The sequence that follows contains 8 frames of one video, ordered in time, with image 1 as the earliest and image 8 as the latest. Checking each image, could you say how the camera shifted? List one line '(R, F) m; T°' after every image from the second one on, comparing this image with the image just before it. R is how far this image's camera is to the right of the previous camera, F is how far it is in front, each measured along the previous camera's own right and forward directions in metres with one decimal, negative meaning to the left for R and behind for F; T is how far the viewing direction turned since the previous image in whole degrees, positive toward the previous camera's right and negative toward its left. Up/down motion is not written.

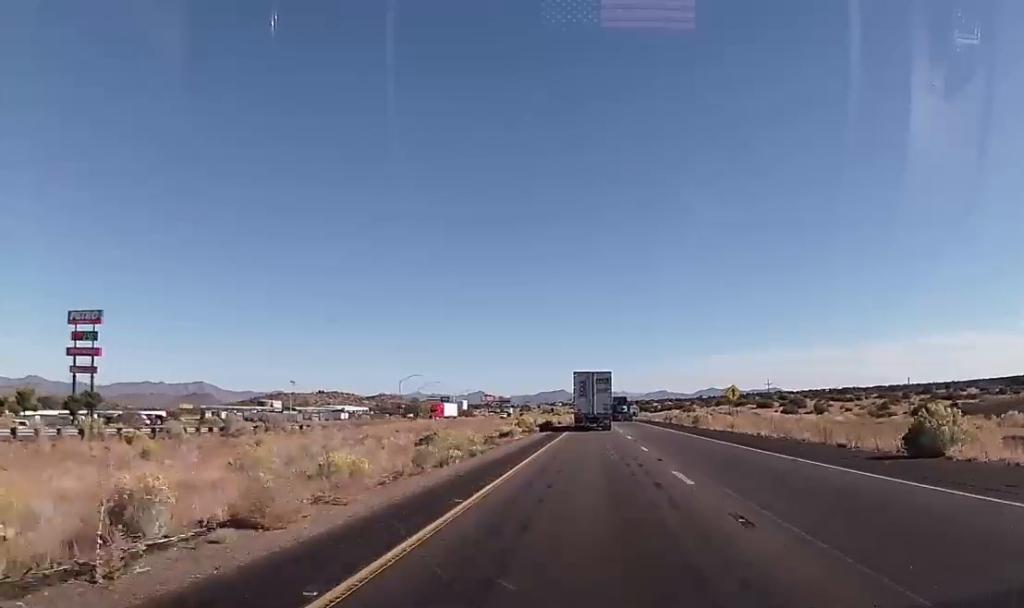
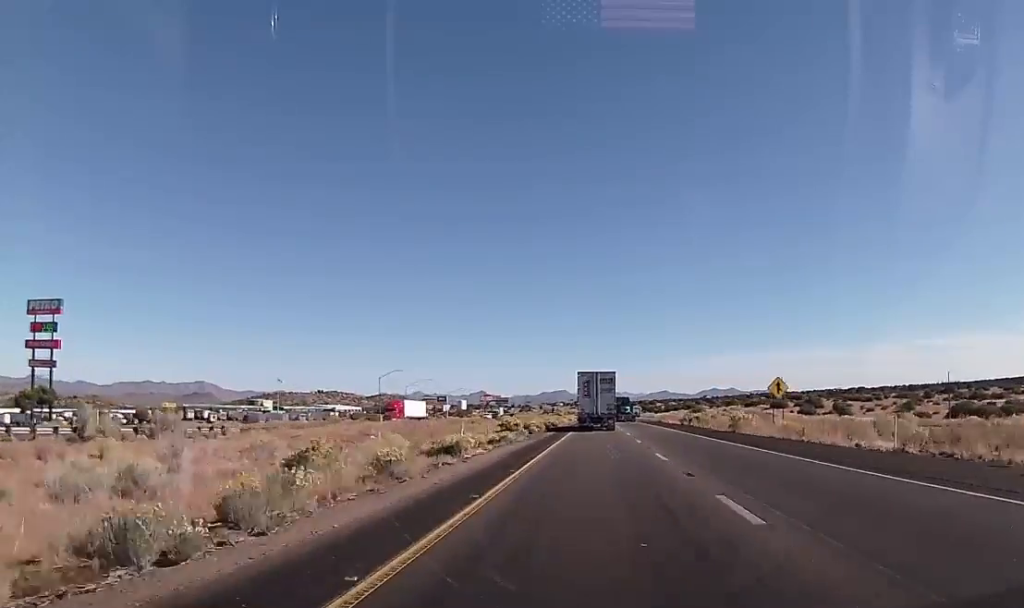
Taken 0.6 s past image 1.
(+0.1, +17.7) m; 0°
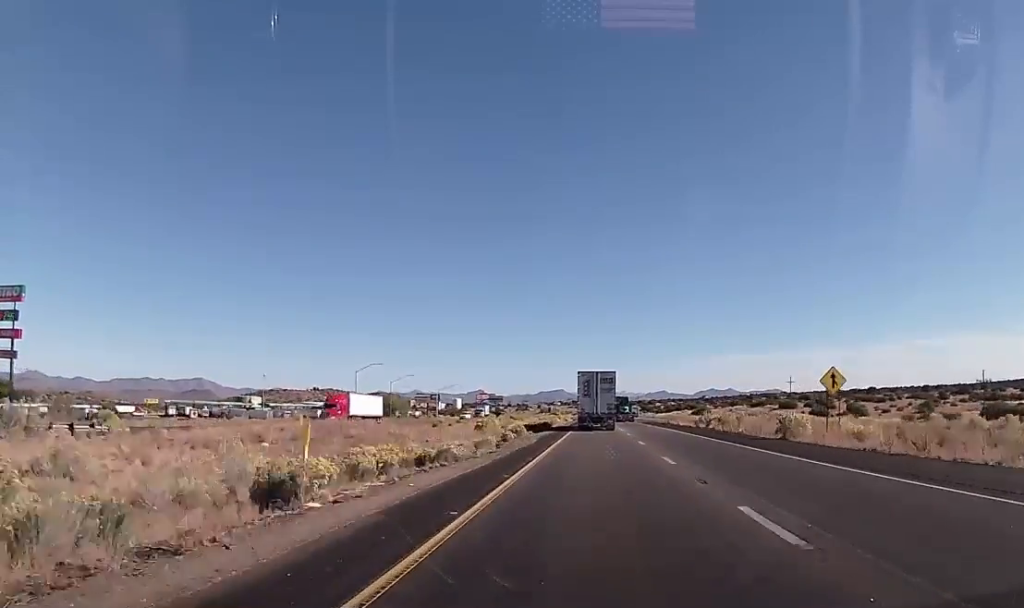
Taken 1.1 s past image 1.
(0.0, +14.0) m; 0°
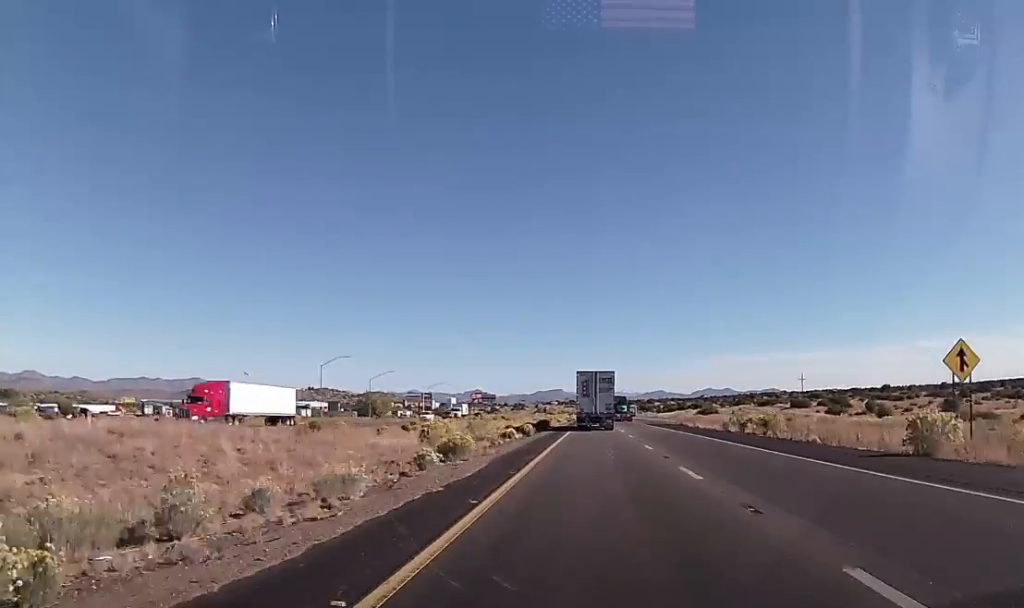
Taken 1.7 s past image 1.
(0.0, +16.8) m; 0°
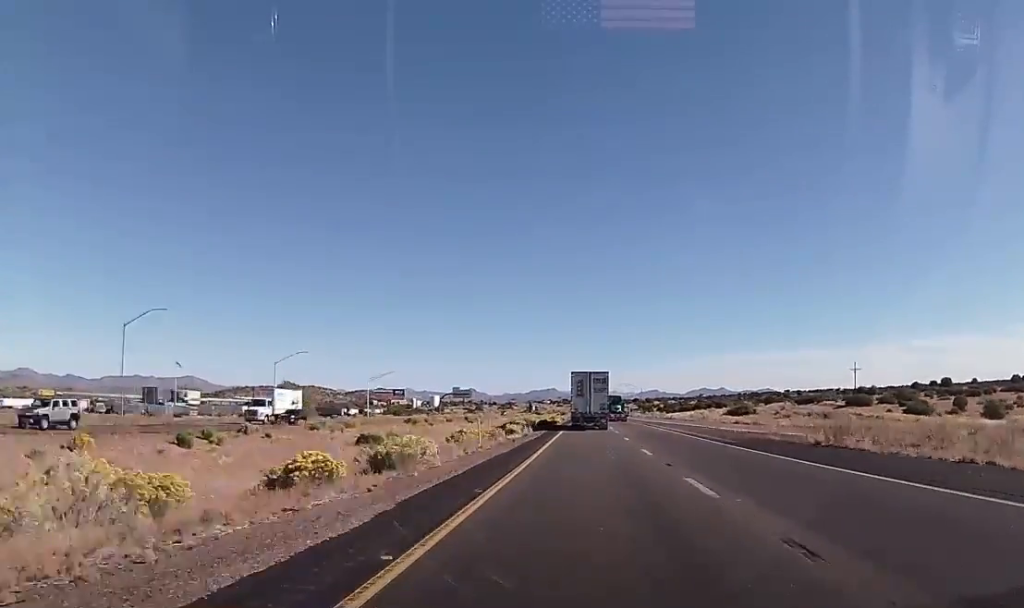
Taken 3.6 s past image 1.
(+0.2, +52.7) m; 0°
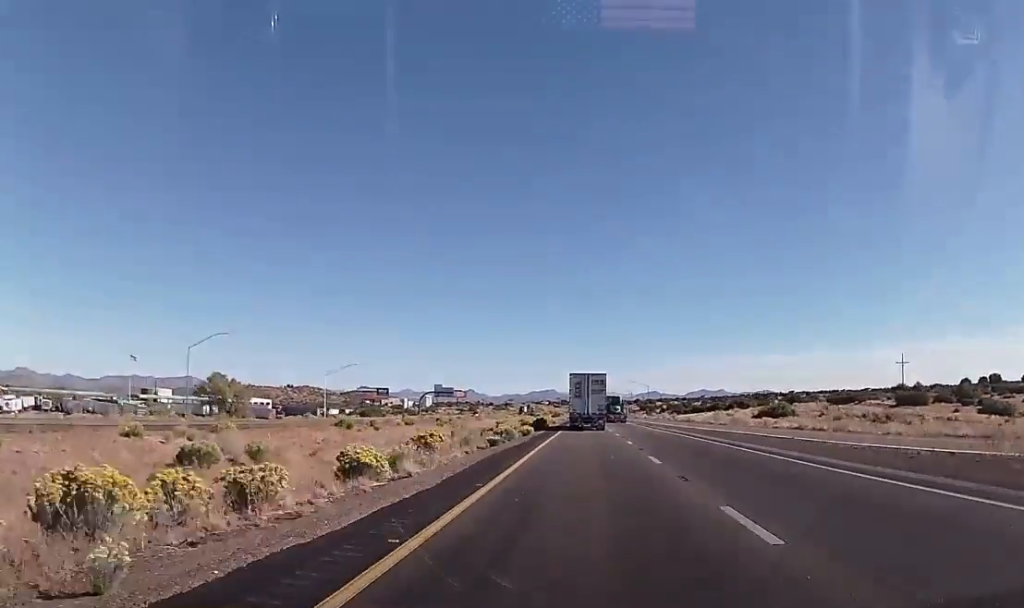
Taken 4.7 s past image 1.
(-0.1, +29.6) m; 0°
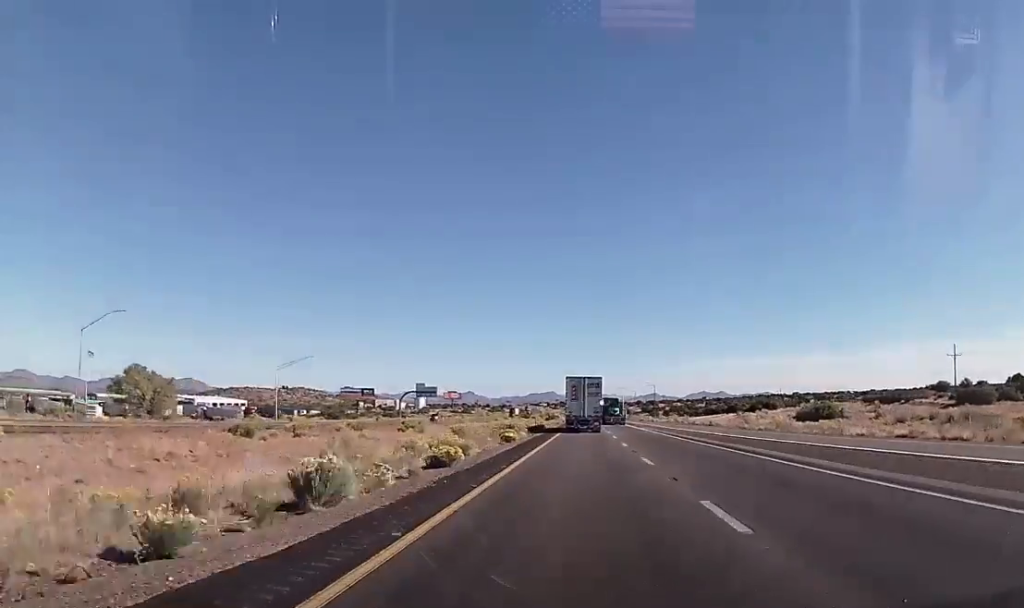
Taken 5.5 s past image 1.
(0.0, +23.1) m; 0°
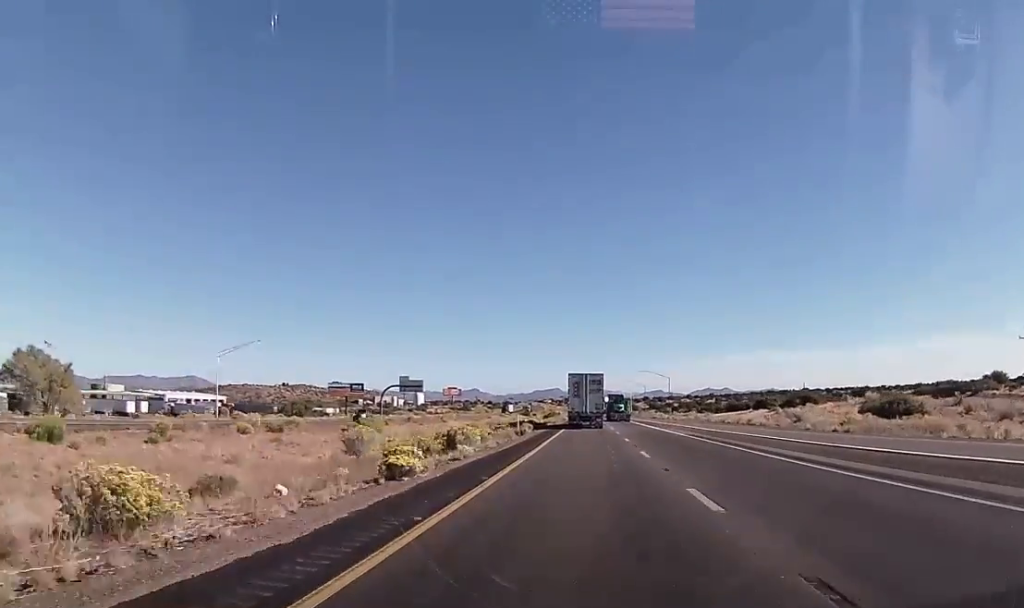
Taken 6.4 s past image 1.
(0.0, +22.9) m; +1°
